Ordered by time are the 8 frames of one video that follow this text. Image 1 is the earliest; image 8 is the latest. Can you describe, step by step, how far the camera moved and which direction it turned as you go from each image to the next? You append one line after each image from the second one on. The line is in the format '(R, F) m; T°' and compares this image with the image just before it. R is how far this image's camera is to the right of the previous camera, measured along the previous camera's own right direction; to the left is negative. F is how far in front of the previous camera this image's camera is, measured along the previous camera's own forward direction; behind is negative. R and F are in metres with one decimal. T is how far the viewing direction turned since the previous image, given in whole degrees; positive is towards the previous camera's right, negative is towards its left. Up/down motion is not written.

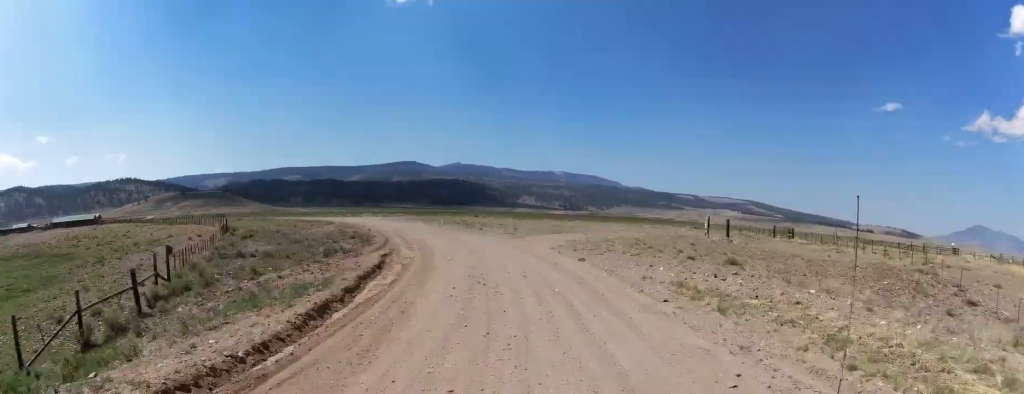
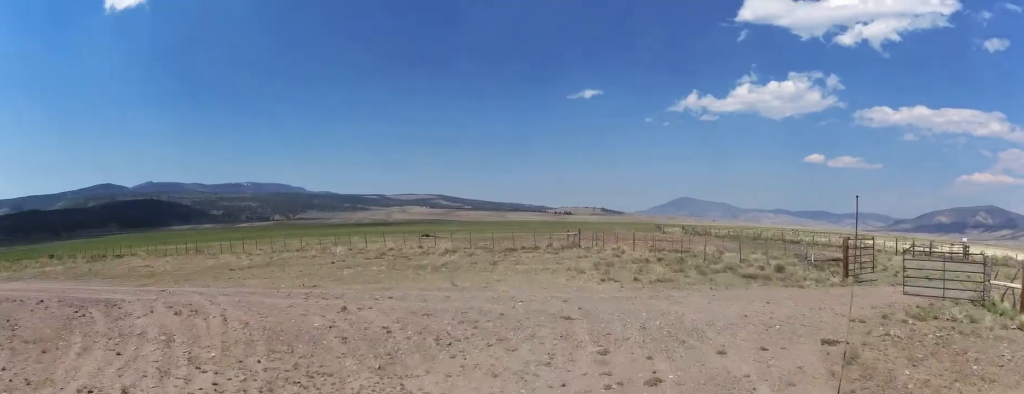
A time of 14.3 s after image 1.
(-14.0, +65.9) m; -46°
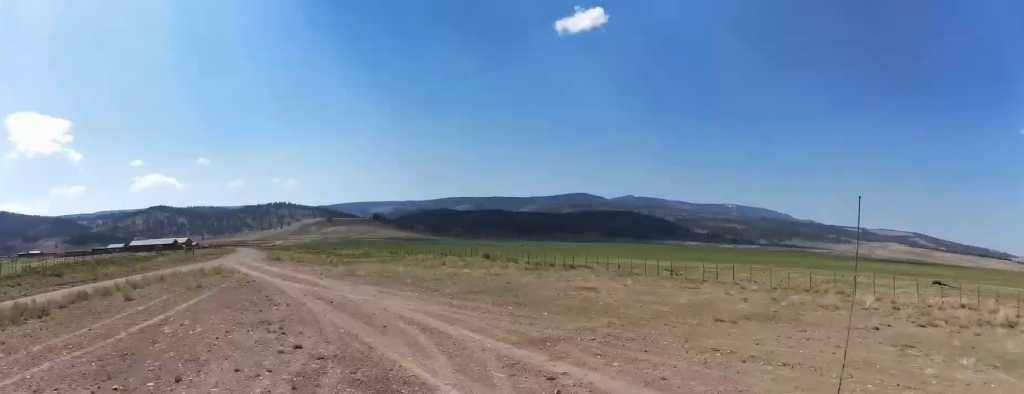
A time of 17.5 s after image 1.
(-4.5, +22.0) m; -5°
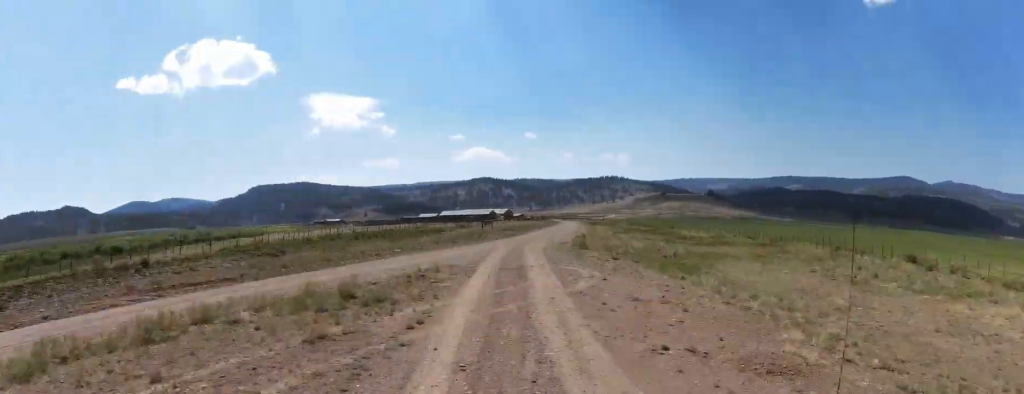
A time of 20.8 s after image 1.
(-2.5, +22.3) m; -5°
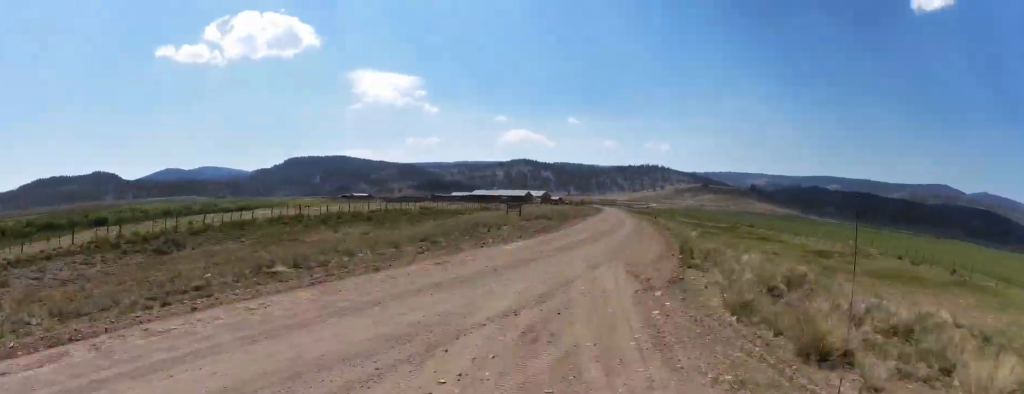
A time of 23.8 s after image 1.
(-0.5, +26.6) m; -1°
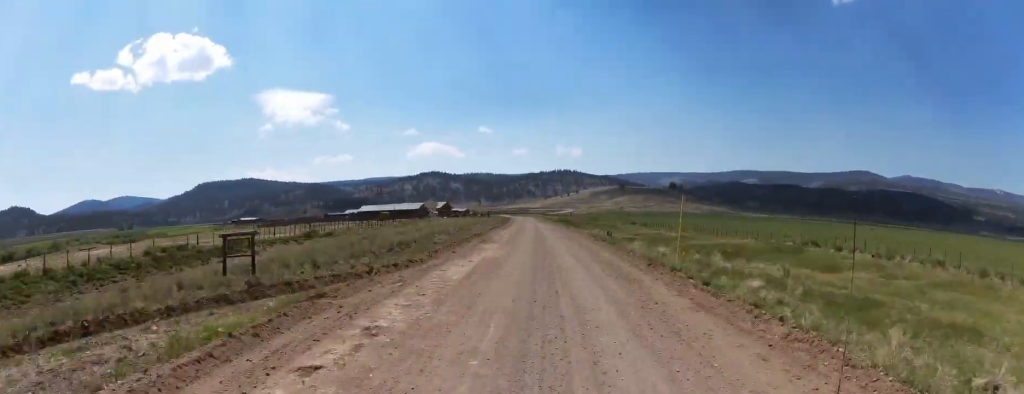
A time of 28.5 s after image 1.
(+0.2, +44.4) m; -1°
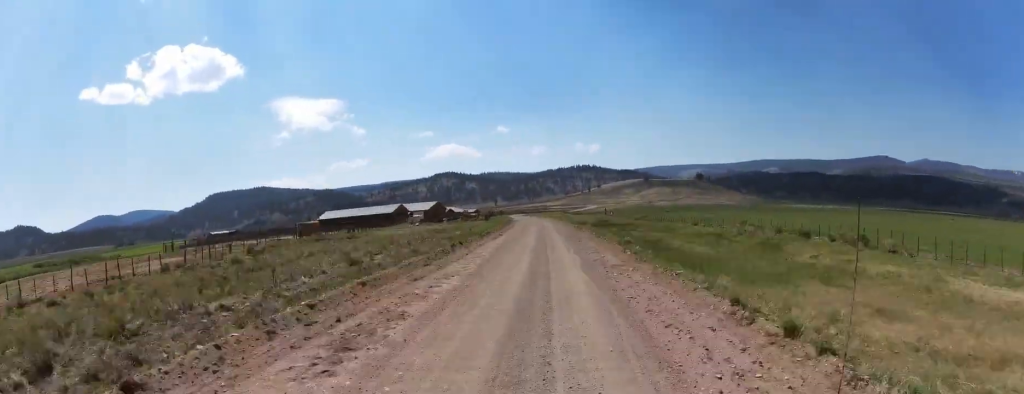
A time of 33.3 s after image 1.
(-0.6, +53.0) m; -2°
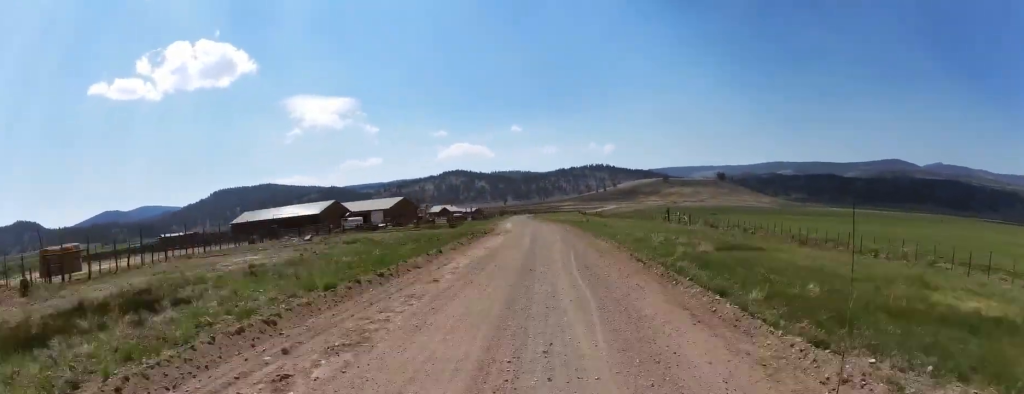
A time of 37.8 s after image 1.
(-0.4, +52.3) m; -2°
